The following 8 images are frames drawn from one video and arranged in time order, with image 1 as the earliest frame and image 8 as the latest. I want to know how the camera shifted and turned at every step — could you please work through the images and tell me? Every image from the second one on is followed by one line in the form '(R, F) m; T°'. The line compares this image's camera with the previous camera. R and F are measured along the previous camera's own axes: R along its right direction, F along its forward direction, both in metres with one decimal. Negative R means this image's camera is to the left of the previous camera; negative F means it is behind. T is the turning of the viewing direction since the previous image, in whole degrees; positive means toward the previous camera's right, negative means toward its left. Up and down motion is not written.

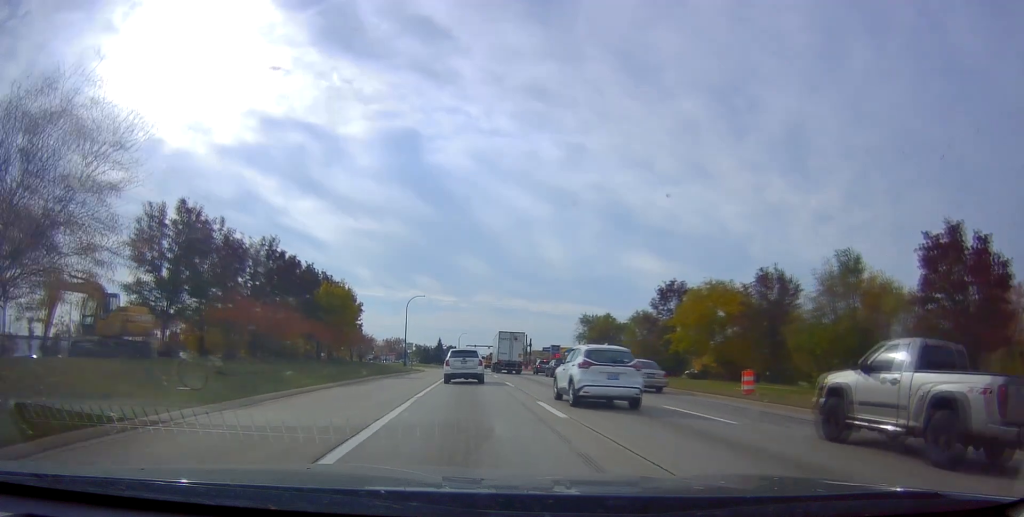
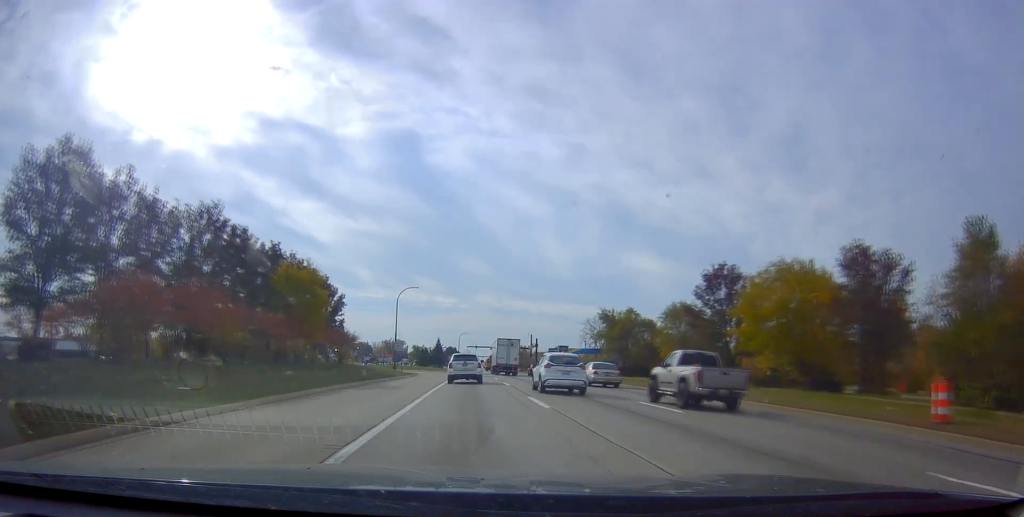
(+0.2, +10.6) m; +1°
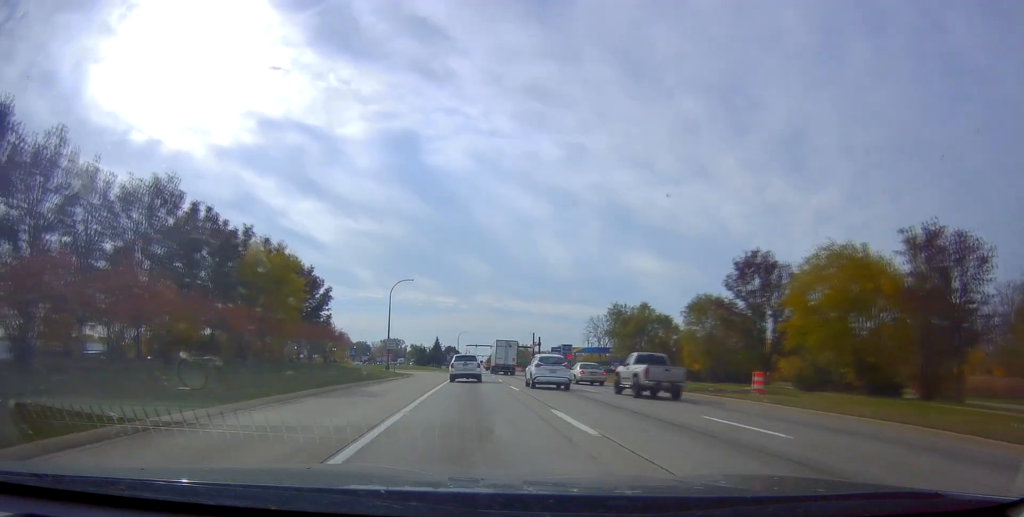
(0.0, +5.3) m; 0°
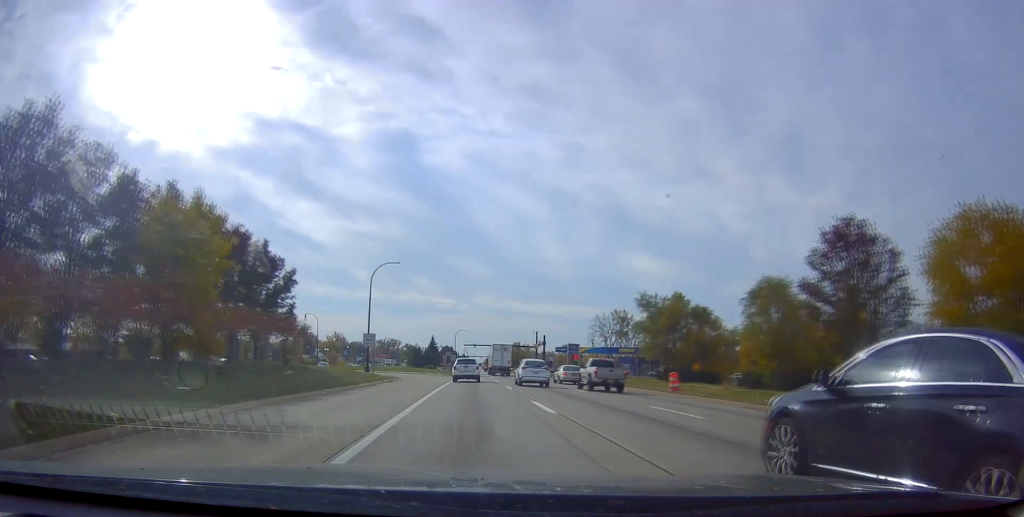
(0.0, +10.1) m; 0°
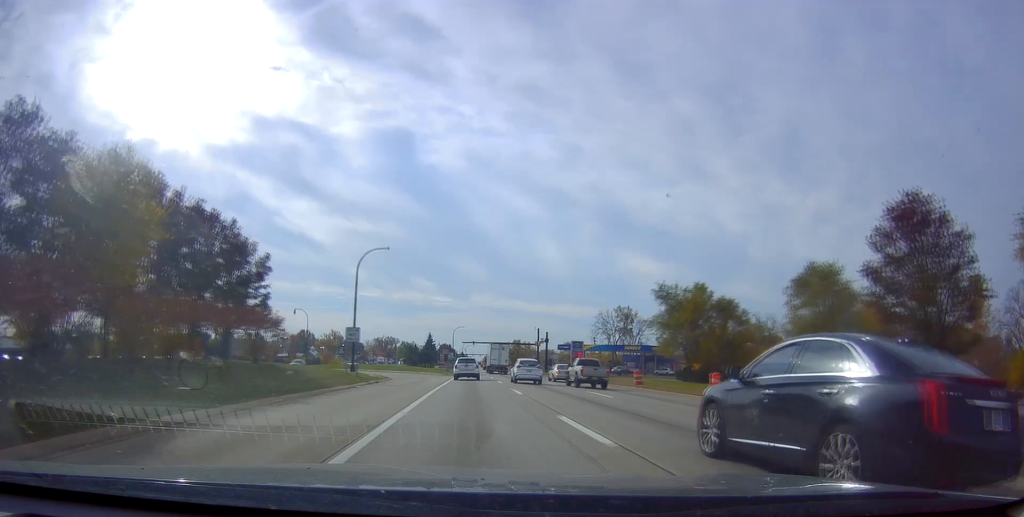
(0.0, +5.3) m; 0°
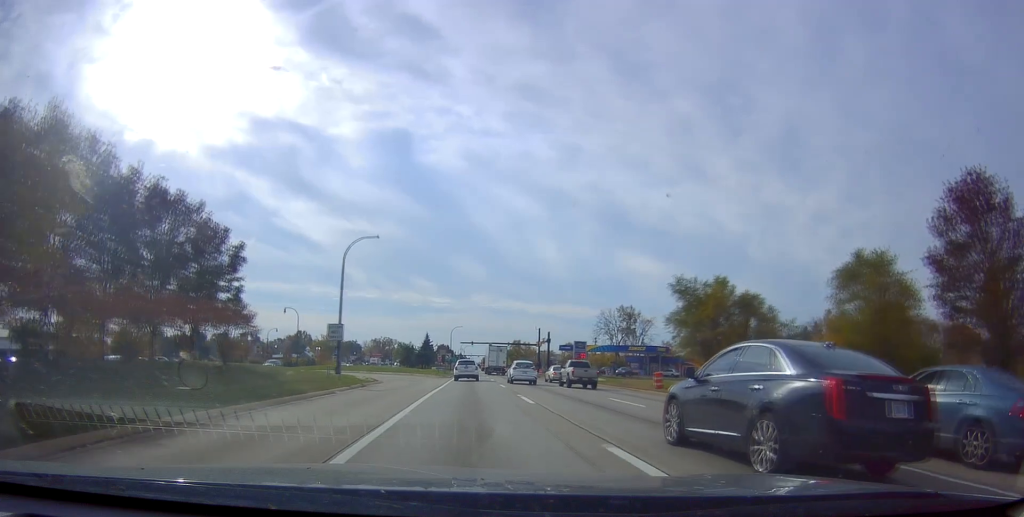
(0.0, +4.1) m; 0°
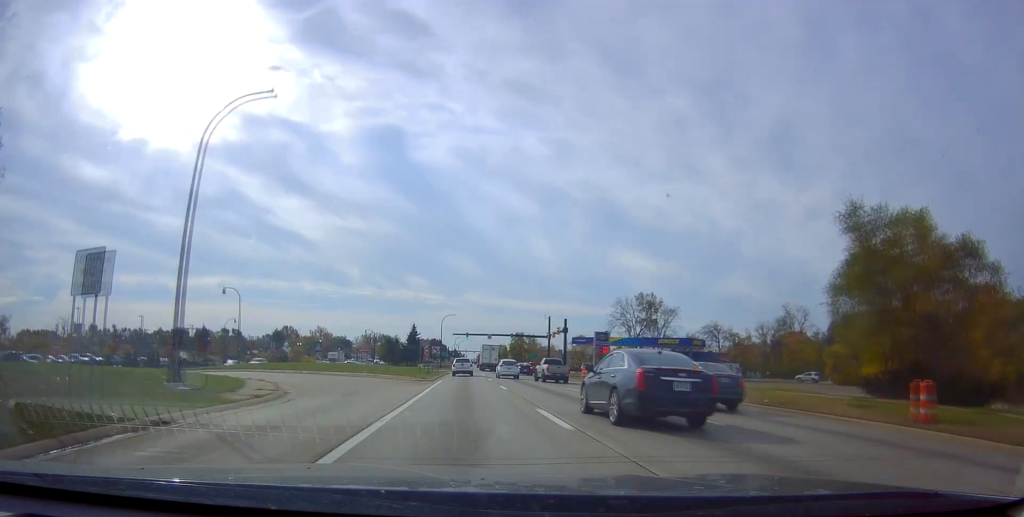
(0.0, +21.5) m; 0°
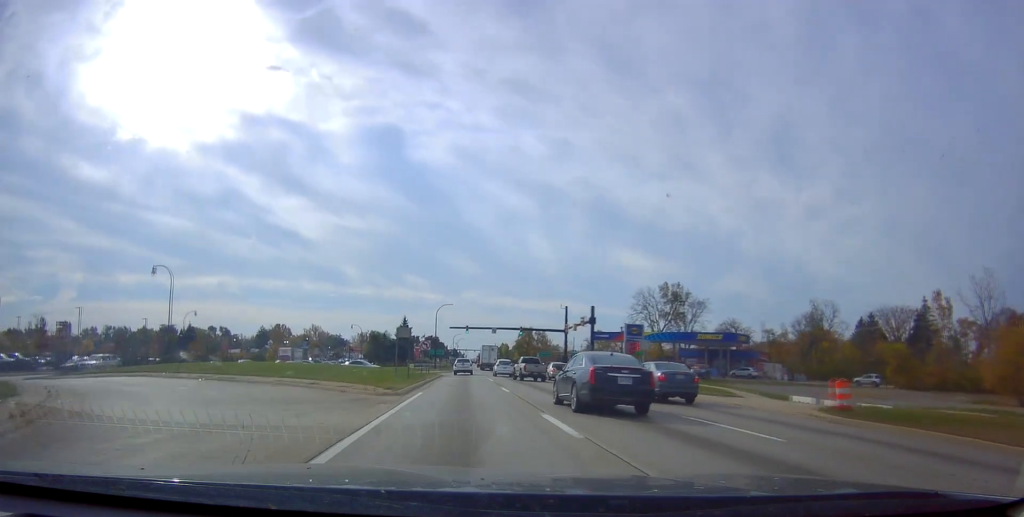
(-0.2, +17.4) m; -3°
